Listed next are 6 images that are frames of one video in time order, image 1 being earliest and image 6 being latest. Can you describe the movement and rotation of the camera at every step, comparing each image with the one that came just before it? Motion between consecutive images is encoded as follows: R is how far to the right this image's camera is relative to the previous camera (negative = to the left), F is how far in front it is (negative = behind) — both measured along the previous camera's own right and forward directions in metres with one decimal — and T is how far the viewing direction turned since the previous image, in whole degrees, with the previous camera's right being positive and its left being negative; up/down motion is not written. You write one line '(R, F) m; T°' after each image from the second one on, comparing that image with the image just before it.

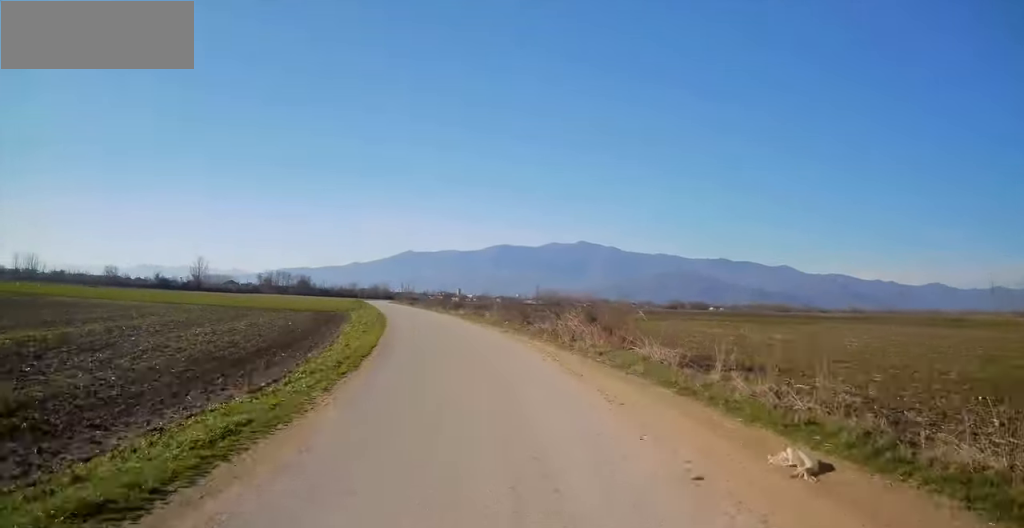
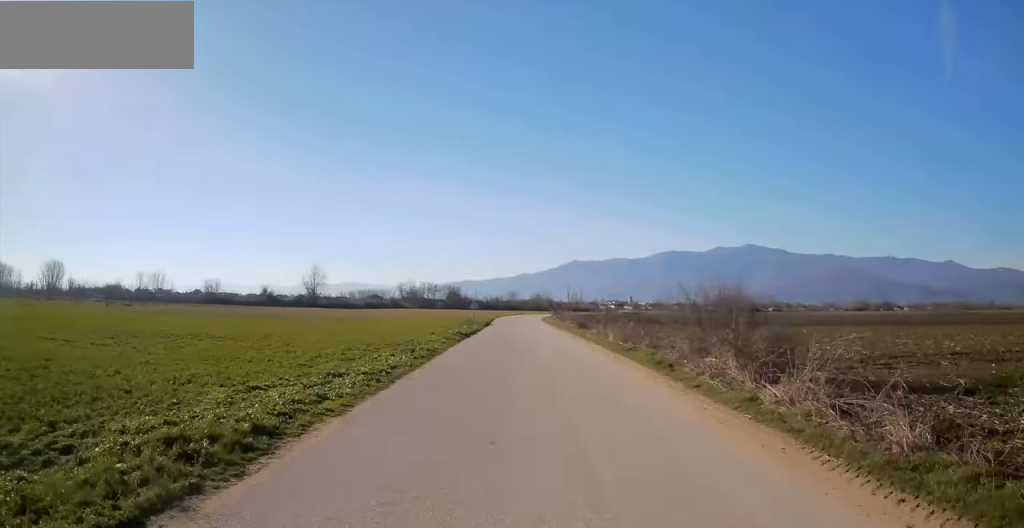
(-10.0, +62.8) m; -16°
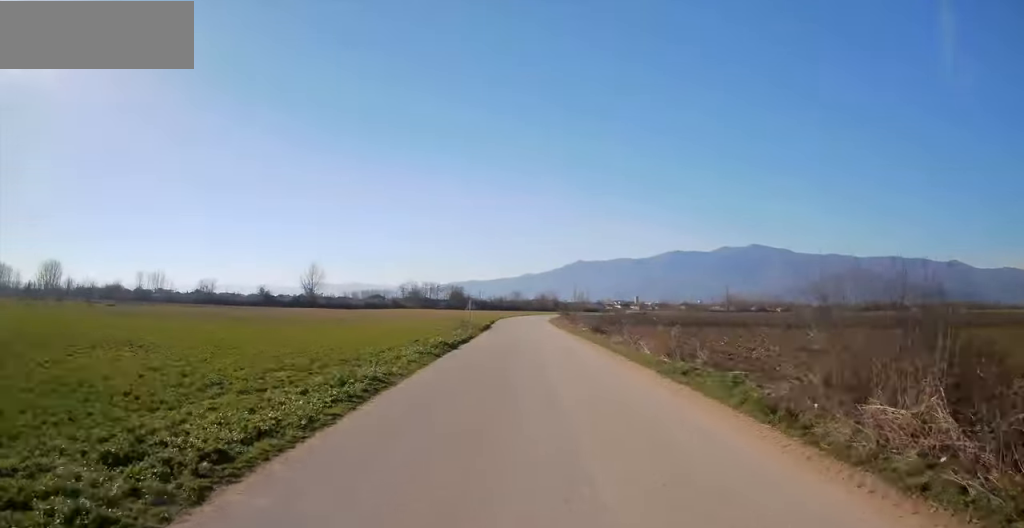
(-0.1, +8.3) m; -1°
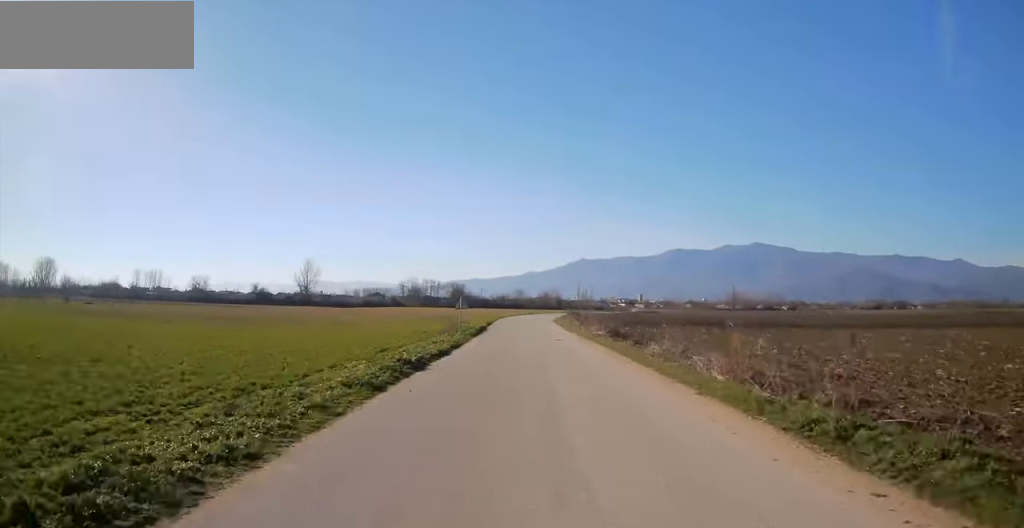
(0.0, +8.3) m; -1°
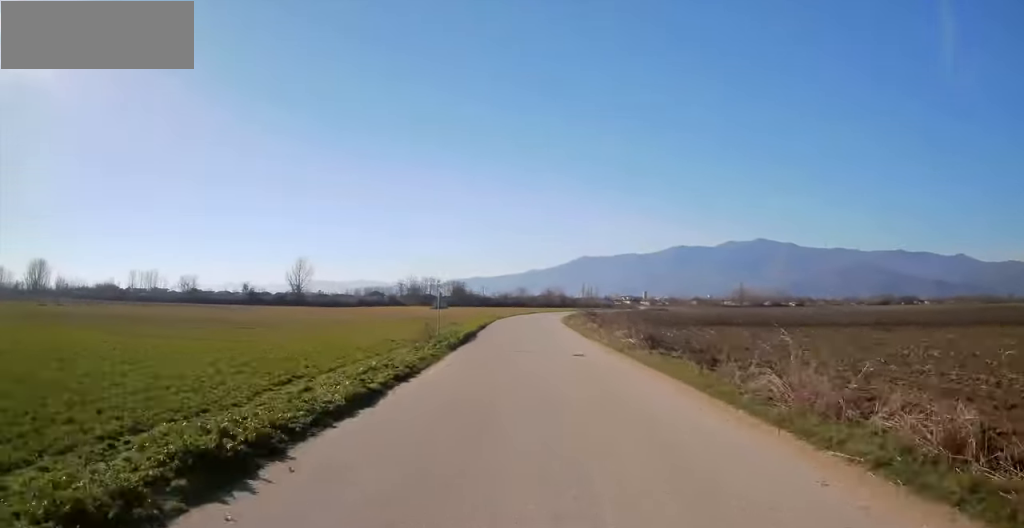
(-0.1, +10.6) m; 0°
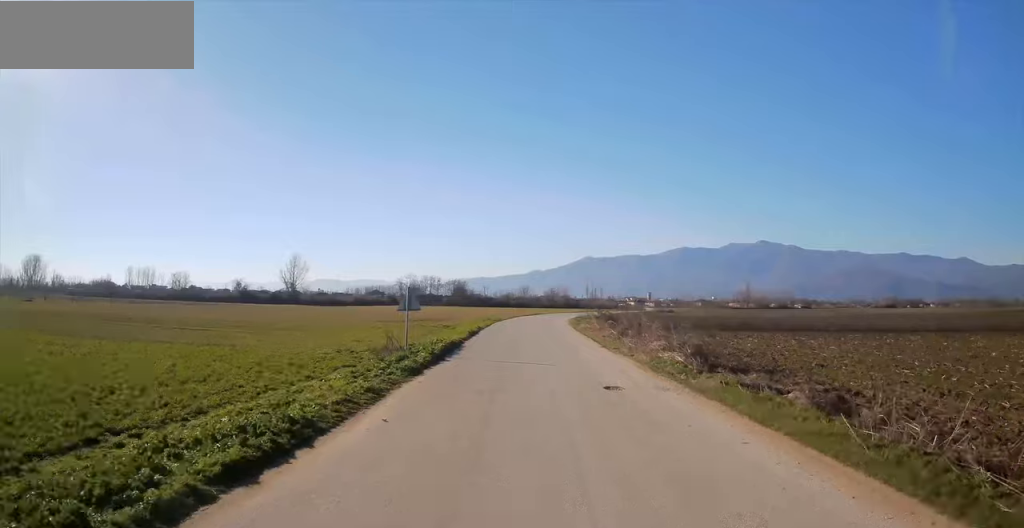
(-0.1, +7.8) m; 0°
